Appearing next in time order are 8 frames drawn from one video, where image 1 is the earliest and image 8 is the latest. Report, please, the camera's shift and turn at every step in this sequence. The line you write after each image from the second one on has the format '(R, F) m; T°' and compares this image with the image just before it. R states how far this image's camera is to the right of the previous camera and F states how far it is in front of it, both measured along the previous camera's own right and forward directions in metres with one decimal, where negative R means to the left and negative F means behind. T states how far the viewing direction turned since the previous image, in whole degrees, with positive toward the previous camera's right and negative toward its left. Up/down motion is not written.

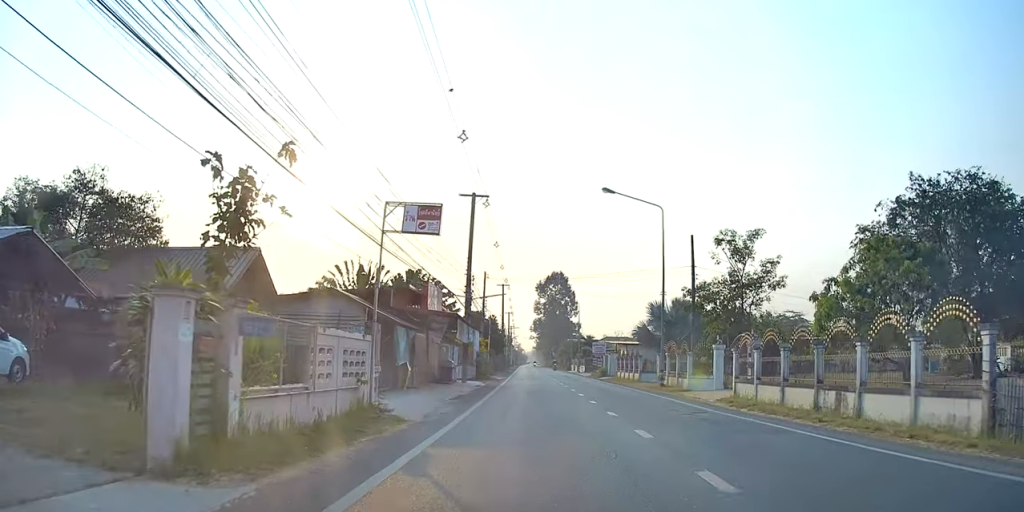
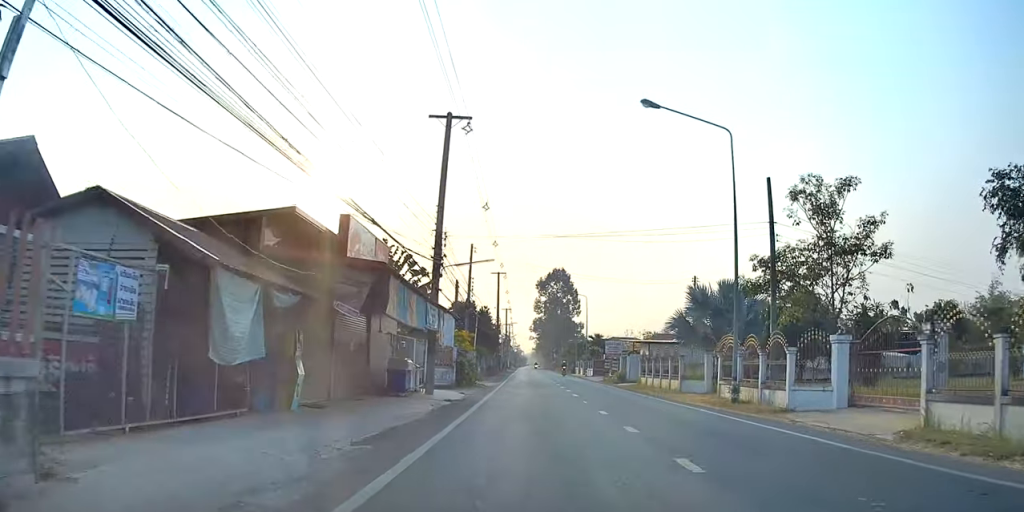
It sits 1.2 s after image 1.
(+0.1, +10.2) m; -1°
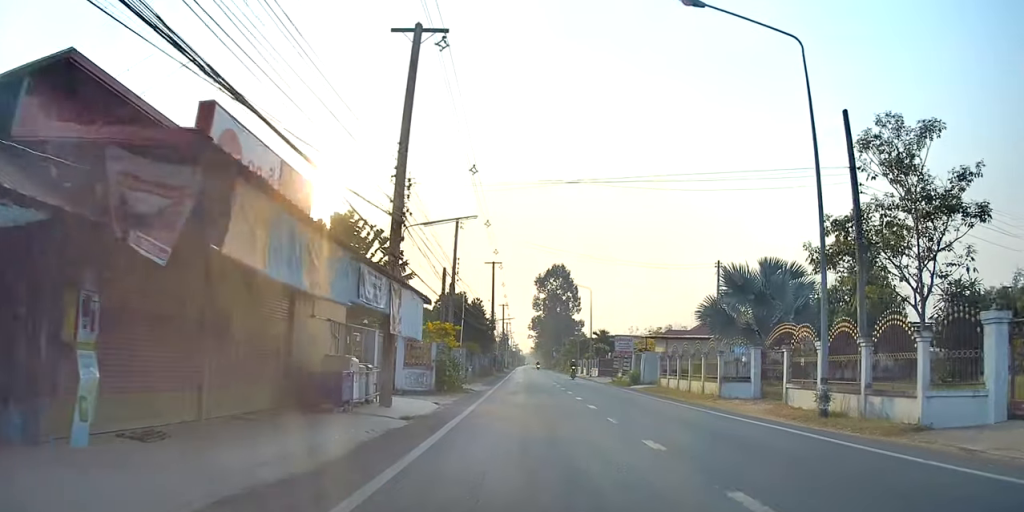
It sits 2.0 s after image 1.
(-0.1, +5.9) m; 0°
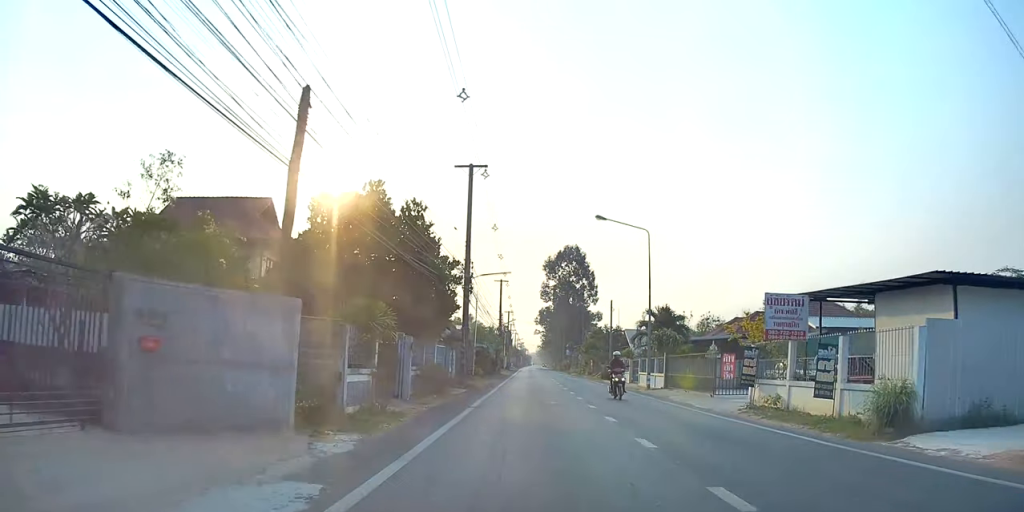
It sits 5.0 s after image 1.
(+0.1, +27.2) m; 0°
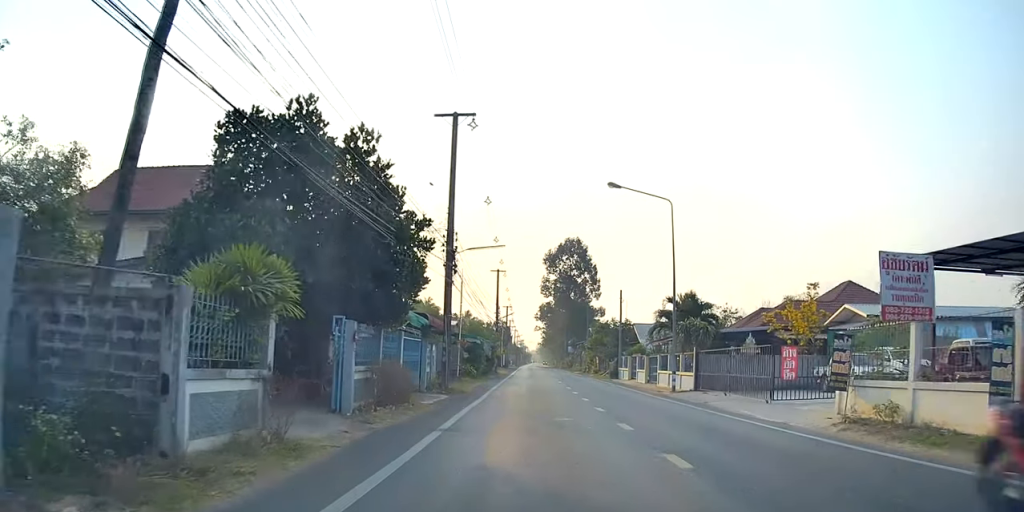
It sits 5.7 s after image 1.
(+0.1, +6.1) m; 0°
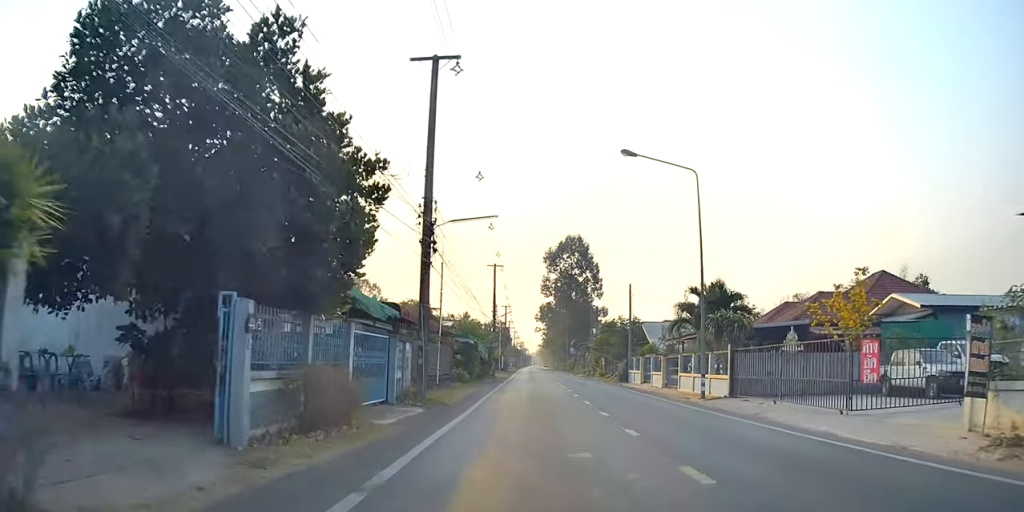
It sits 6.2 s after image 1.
(-0.2, +4.7) m; -1°
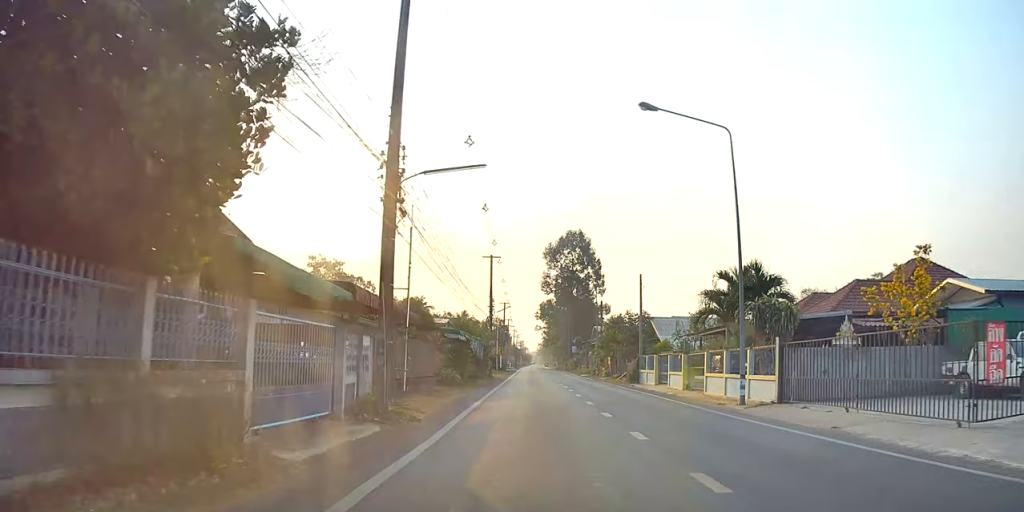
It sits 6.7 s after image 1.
(-0.1, +4.5) m; 0°
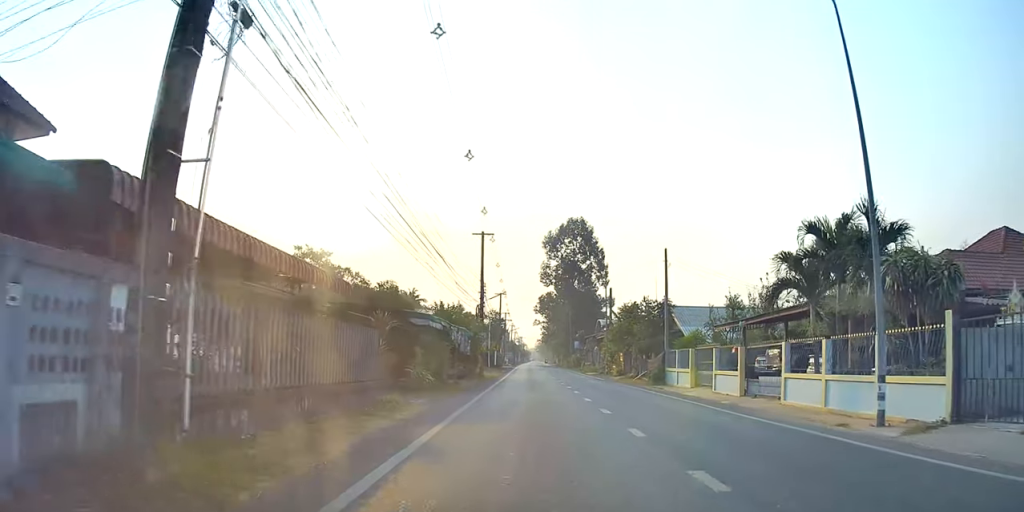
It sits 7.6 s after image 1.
(0.0, +8.3) m; +2°
